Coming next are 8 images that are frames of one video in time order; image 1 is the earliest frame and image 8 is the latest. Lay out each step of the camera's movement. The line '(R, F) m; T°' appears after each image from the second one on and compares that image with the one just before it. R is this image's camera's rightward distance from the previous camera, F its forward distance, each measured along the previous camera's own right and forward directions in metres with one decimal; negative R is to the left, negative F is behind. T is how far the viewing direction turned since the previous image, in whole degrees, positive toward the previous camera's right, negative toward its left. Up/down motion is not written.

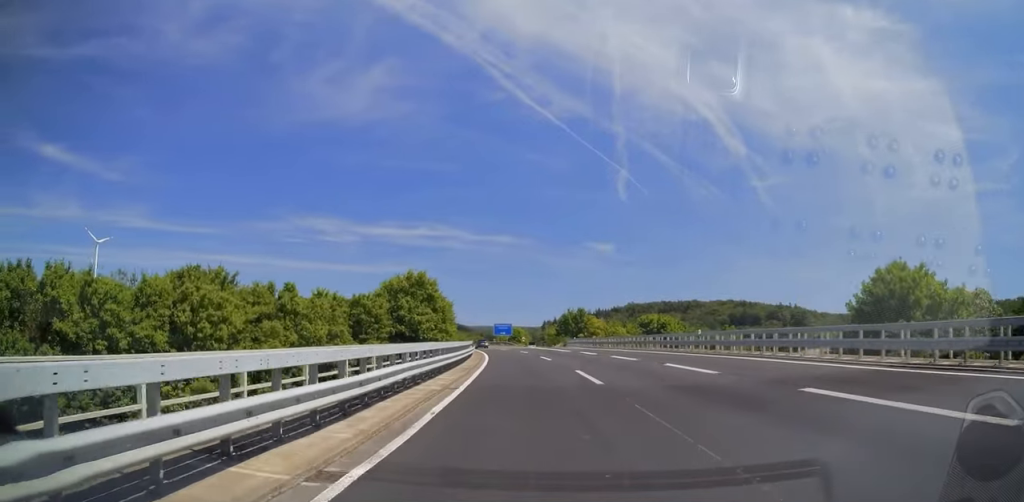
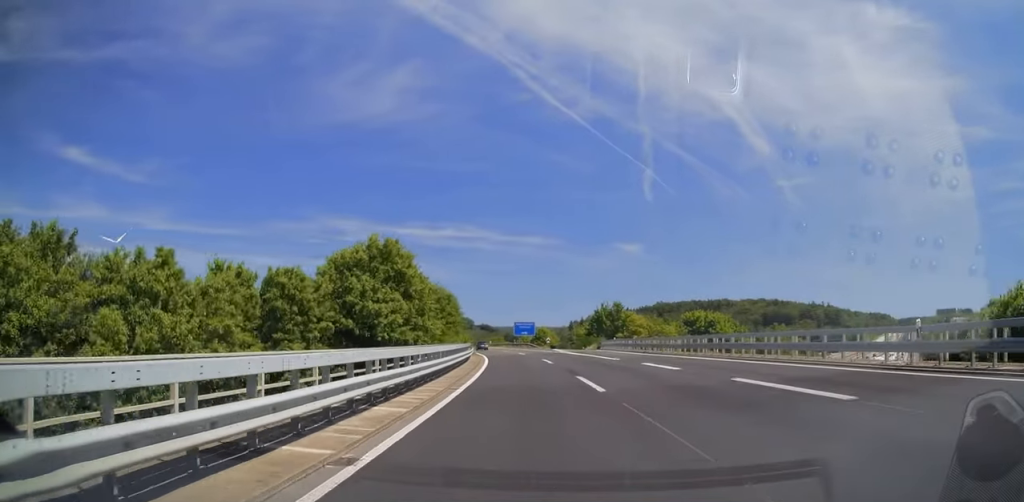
(-0.4, +19.4) m; -2°
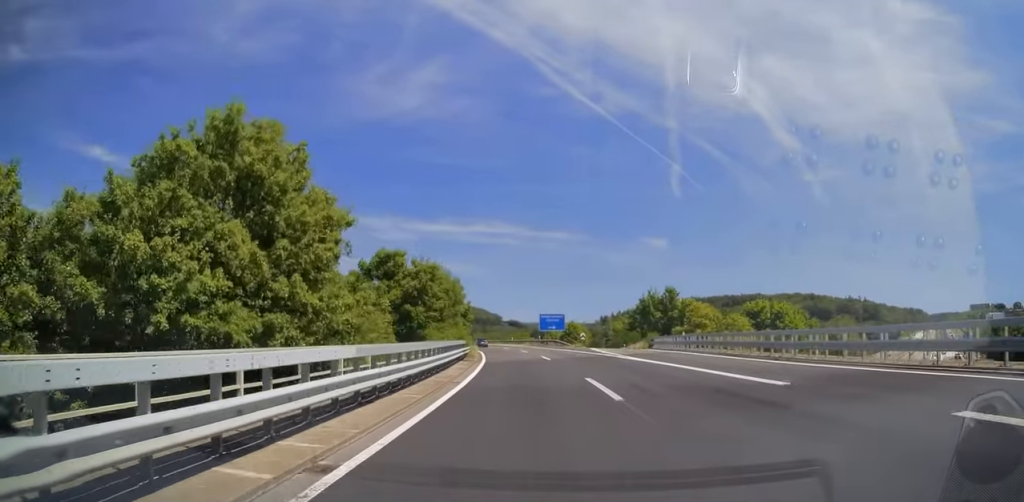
(-0.2, +20.8) m; -2°
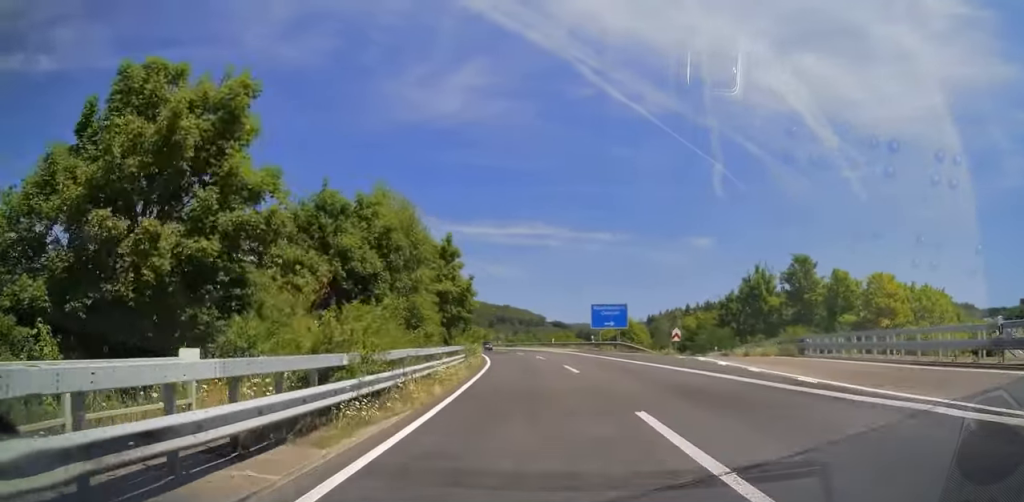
(-1.1, +29.4) m; -4°
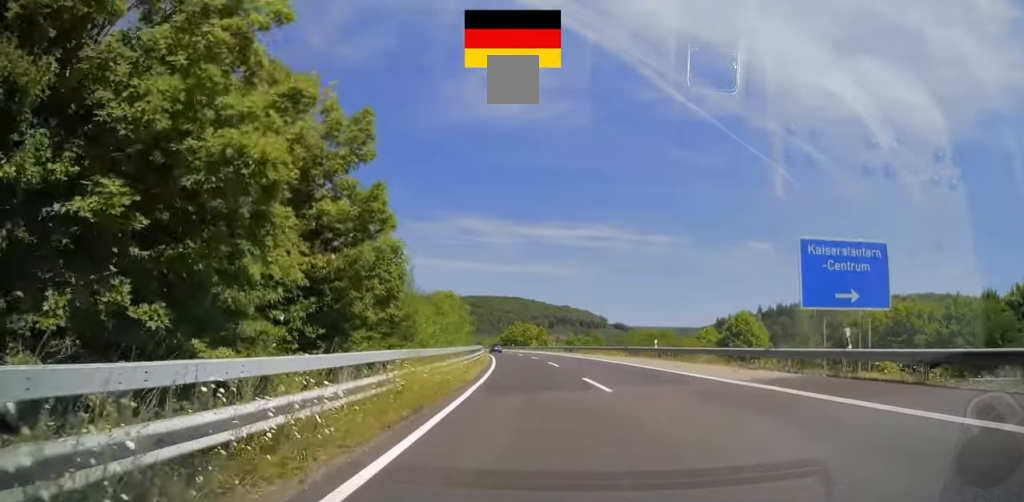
(-2.3, +42.8) m; -6°
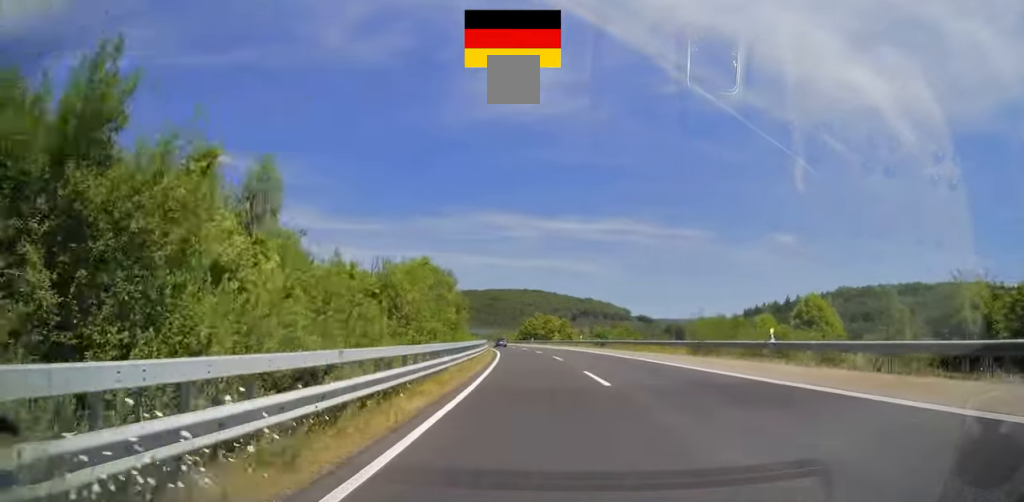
(-0.3, +17.4) m; -2°
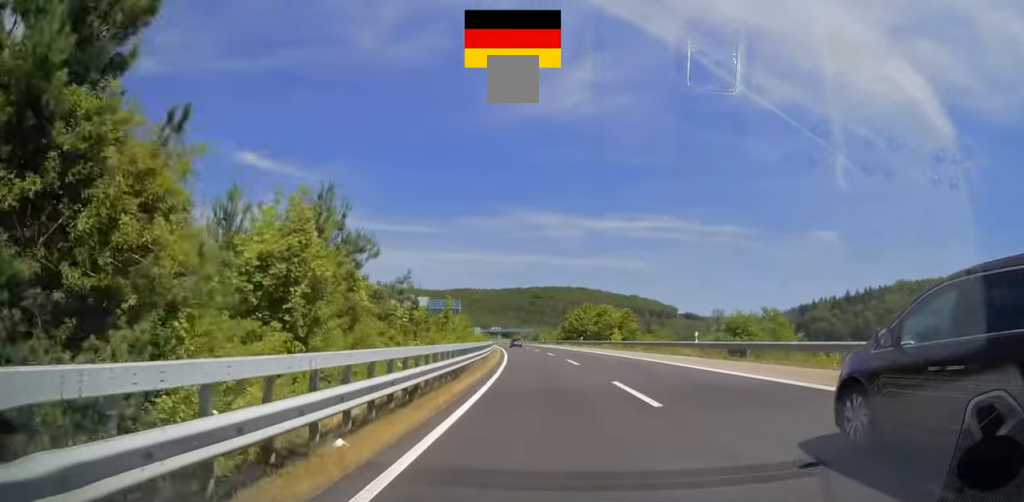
(-1.8, +39.6) m; -5°
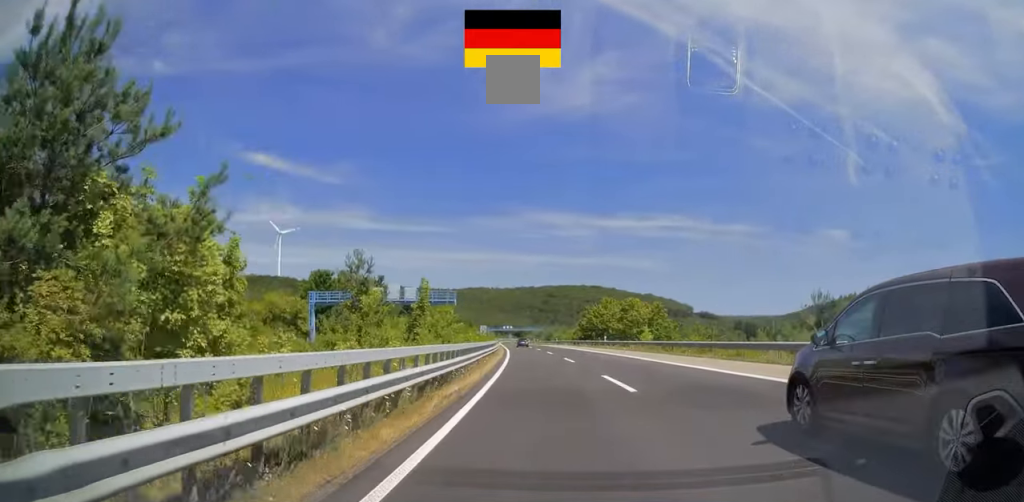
(-0.2, +15.0) m; -1°
